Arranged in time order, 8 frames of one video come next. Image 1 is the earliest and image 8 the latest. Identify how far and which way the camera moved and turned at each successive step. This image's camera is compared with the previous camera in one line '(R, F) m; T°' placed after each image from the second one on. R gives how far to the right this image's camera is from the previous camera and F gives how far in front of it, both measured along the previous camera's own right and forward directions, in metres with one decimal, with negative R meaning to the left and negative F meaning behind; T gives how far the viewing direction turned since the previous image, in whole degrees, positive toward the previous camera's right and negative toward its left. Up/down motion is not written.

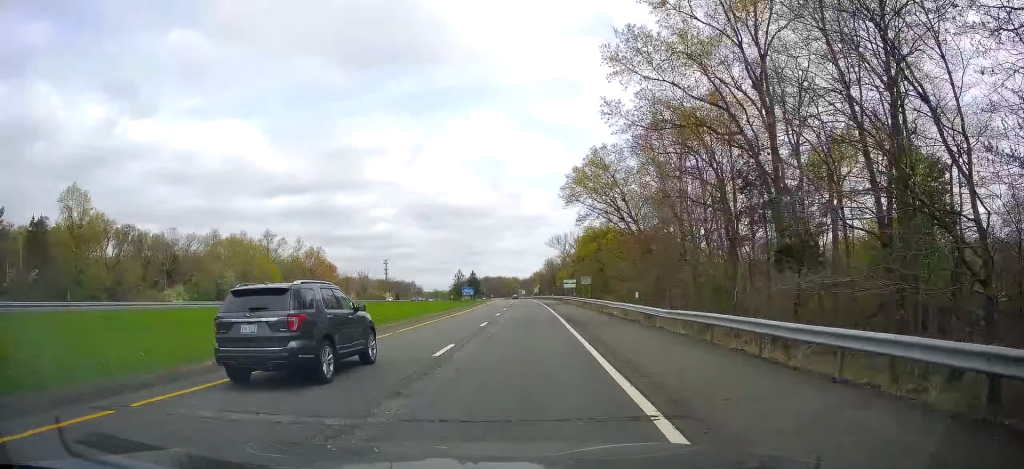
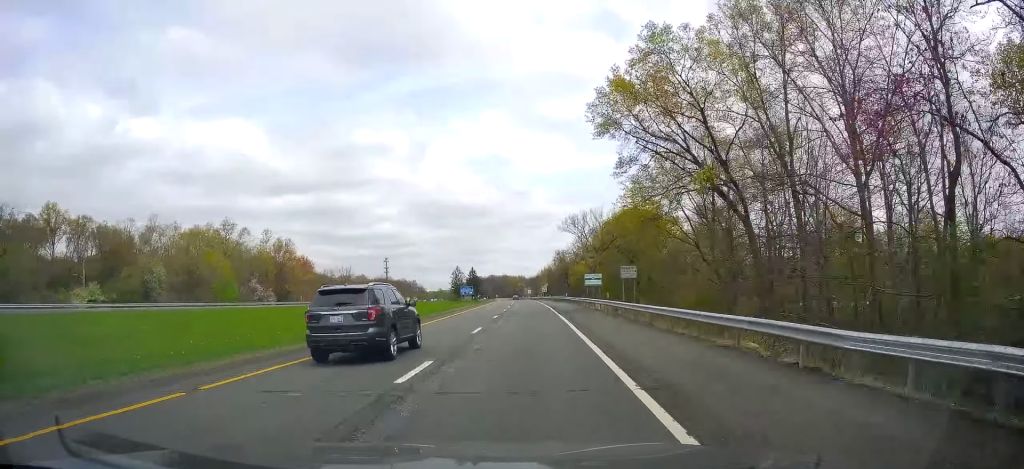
(0.0, +28.6) m; 0°
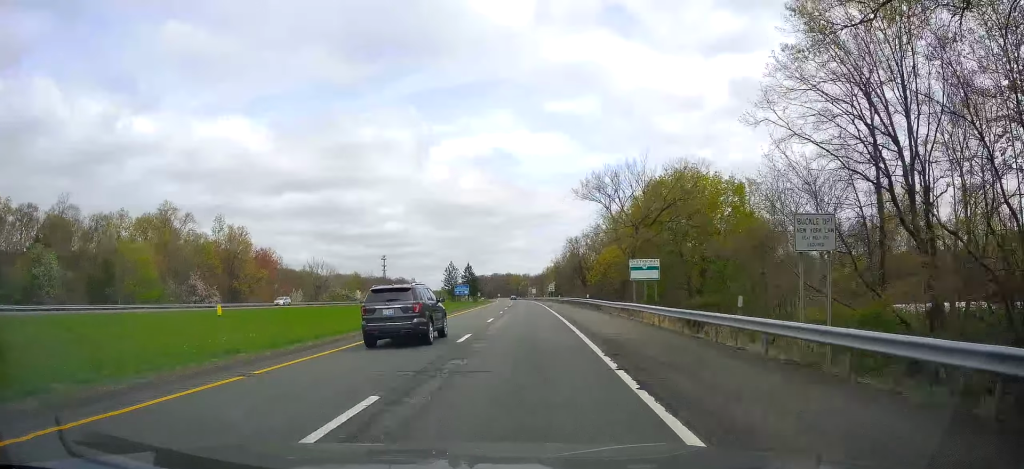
(-0.1, +28.5) m; -1°
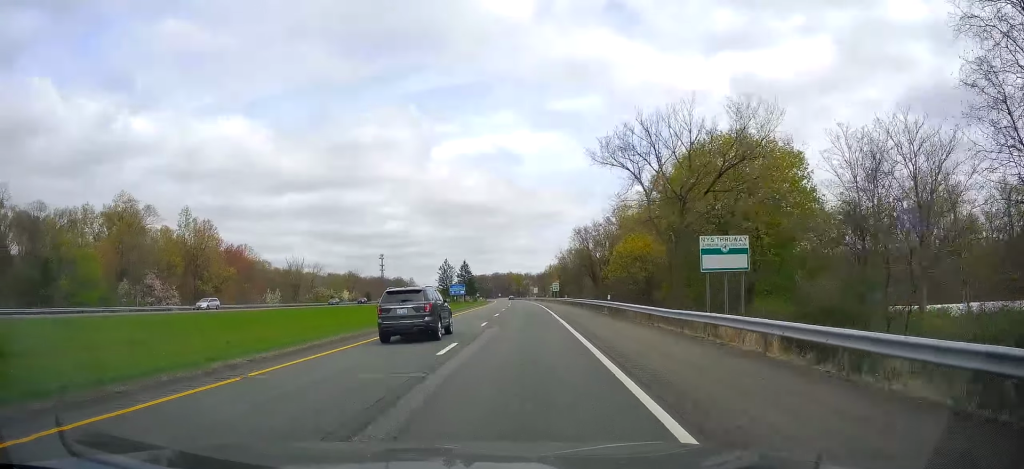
(0.0, +15.3) m; -1°
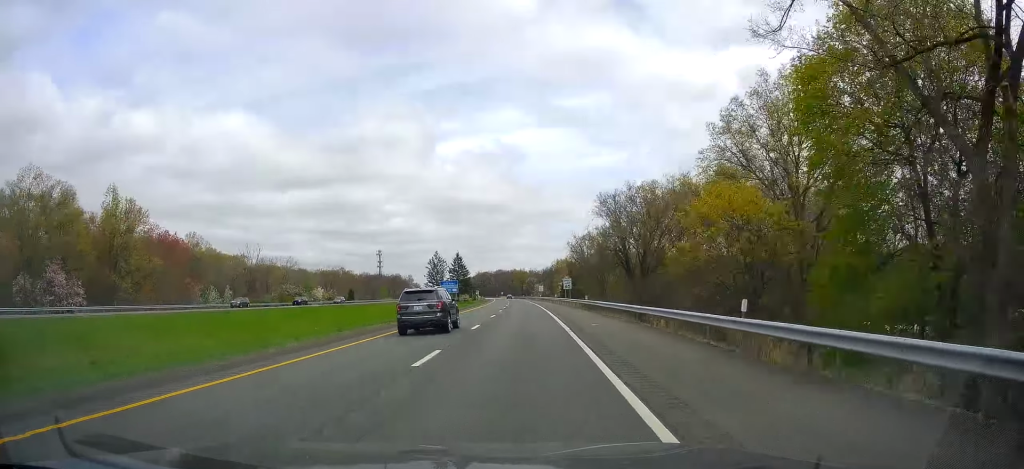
(-0.5, +26.5) m; -1°
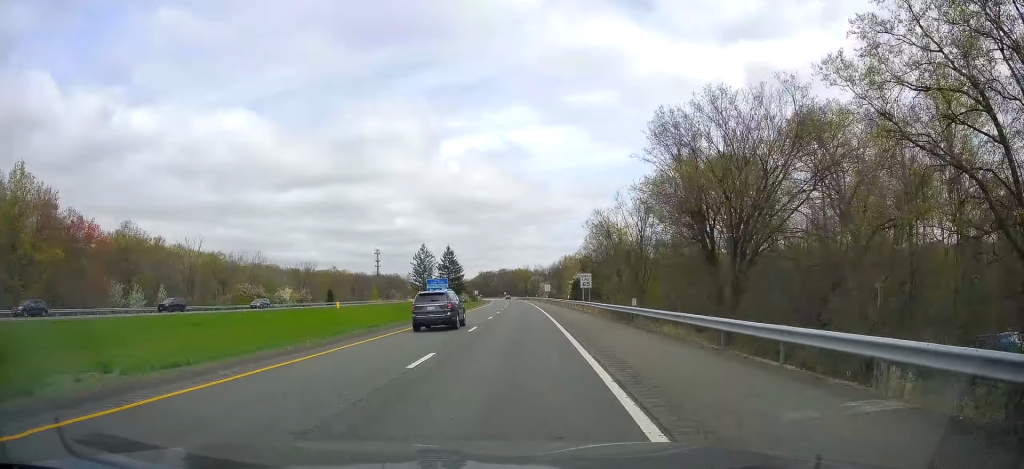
(0.0, +24.5) m; 0°
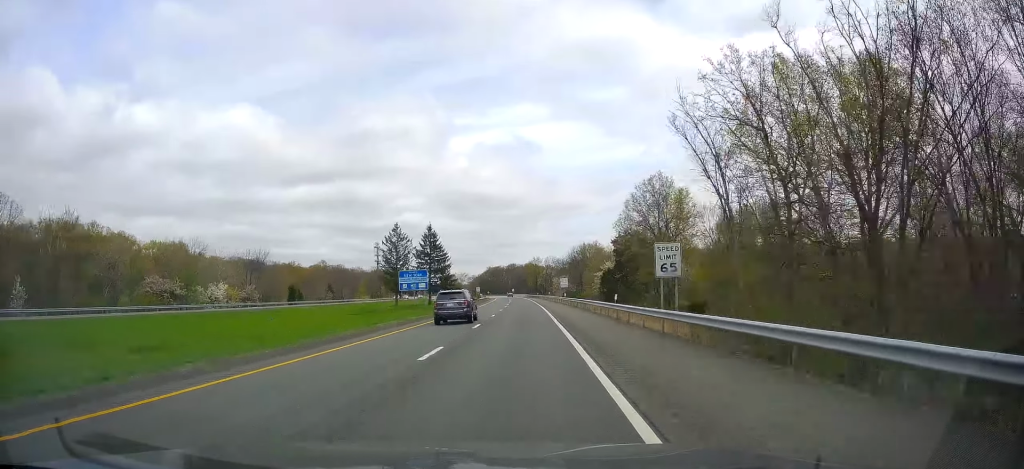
(0.0, +34.9) m; 0°
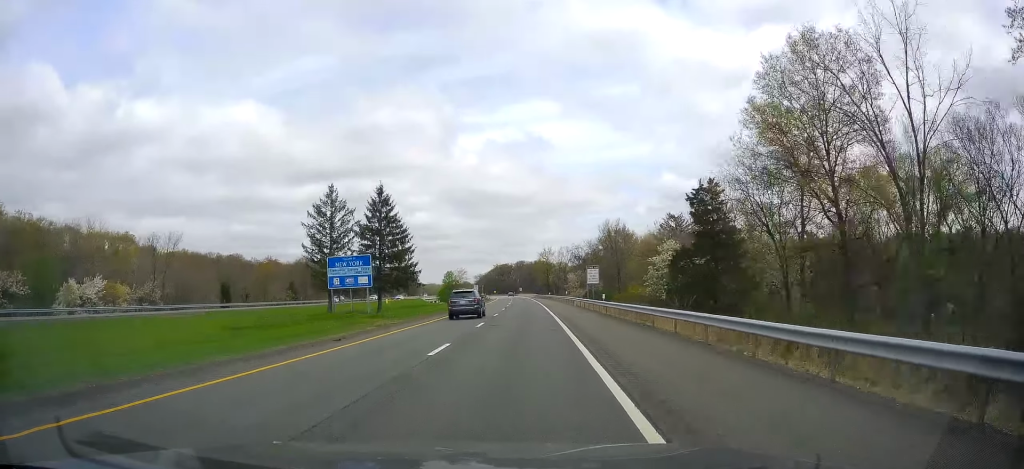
(+0.1, +36.0) m; -1°
